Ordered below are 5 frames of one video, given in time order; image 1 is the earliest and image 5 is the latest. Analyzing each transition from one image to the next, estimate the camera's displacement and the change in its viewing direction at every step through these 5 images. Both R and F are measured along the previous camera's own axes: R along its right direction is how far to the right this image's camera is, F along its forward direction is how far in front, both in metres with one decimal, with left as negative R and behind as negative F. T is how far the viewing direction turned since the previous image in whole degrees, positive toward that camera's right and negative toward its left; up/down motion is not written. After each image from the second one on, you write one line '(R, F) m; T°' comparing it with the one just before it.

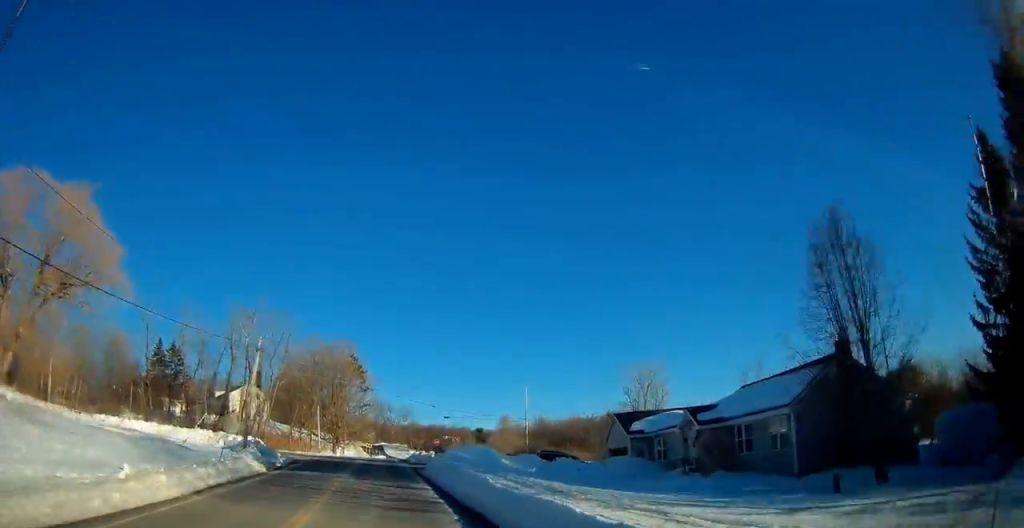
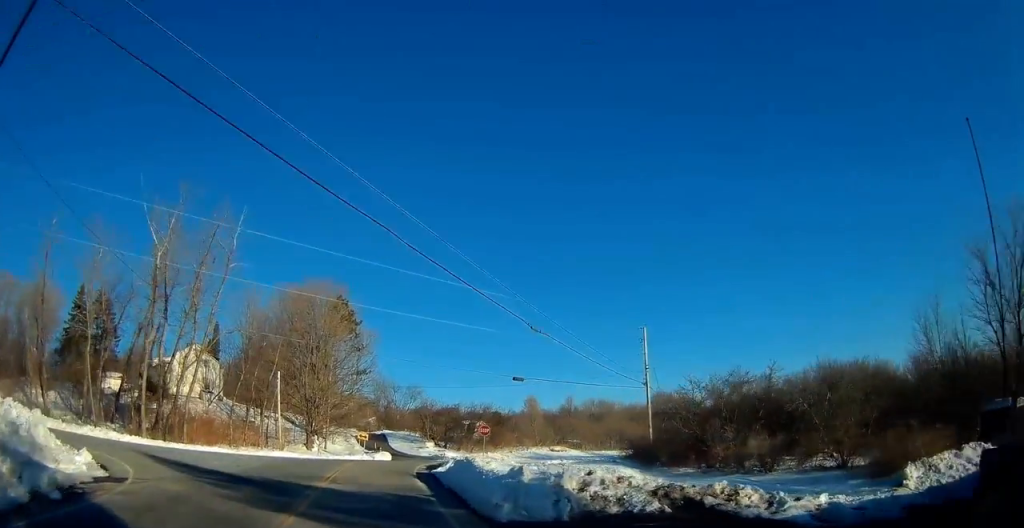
(-0.1, +31.1) m; +1°
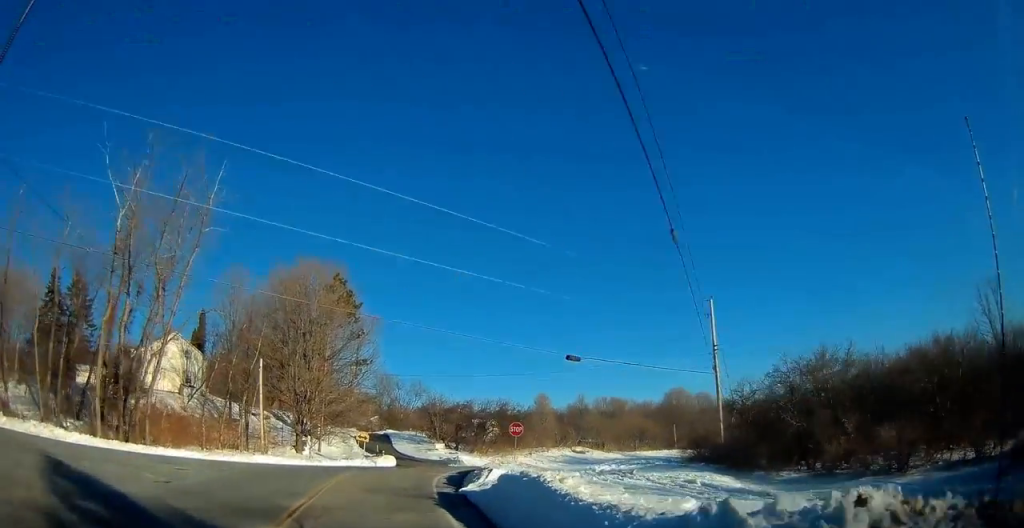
(+0.3, +6.9) m; +3°
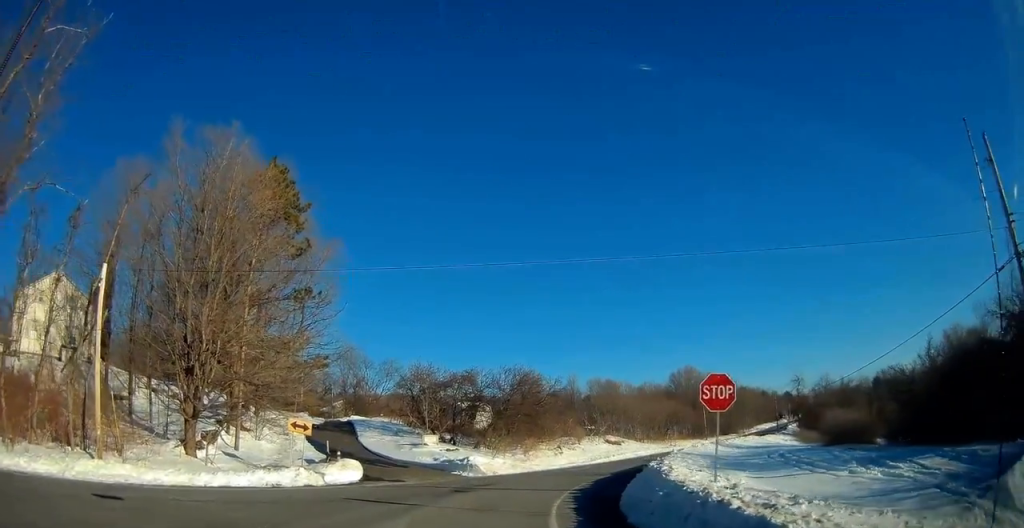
(+0.6, +17.9) m; +2°
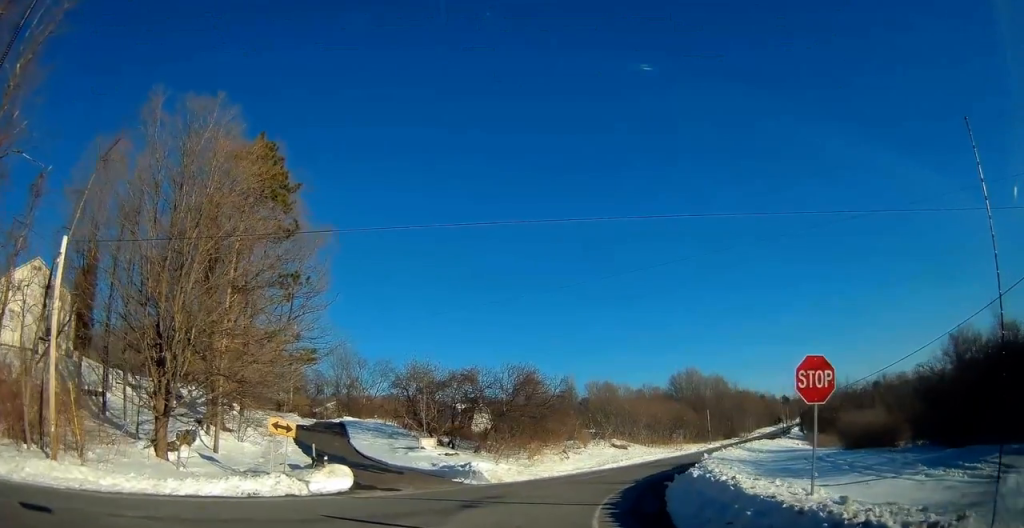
(0.0, +4.1) m; +1°
